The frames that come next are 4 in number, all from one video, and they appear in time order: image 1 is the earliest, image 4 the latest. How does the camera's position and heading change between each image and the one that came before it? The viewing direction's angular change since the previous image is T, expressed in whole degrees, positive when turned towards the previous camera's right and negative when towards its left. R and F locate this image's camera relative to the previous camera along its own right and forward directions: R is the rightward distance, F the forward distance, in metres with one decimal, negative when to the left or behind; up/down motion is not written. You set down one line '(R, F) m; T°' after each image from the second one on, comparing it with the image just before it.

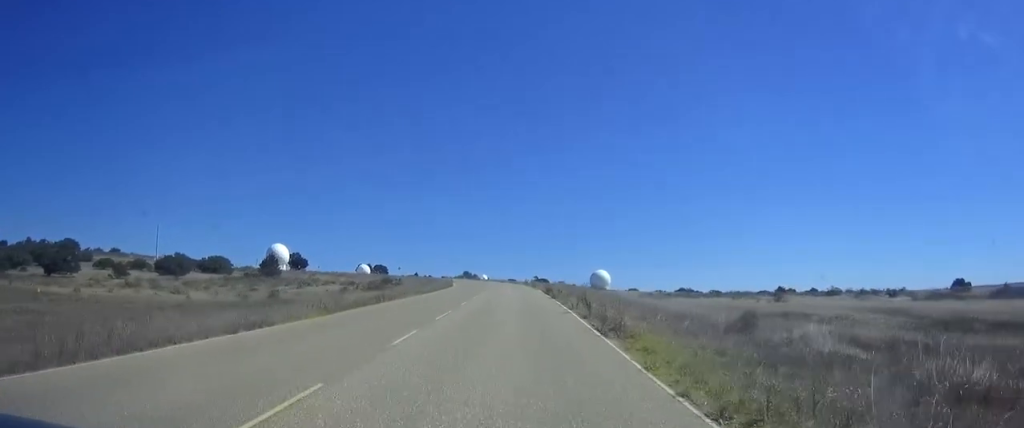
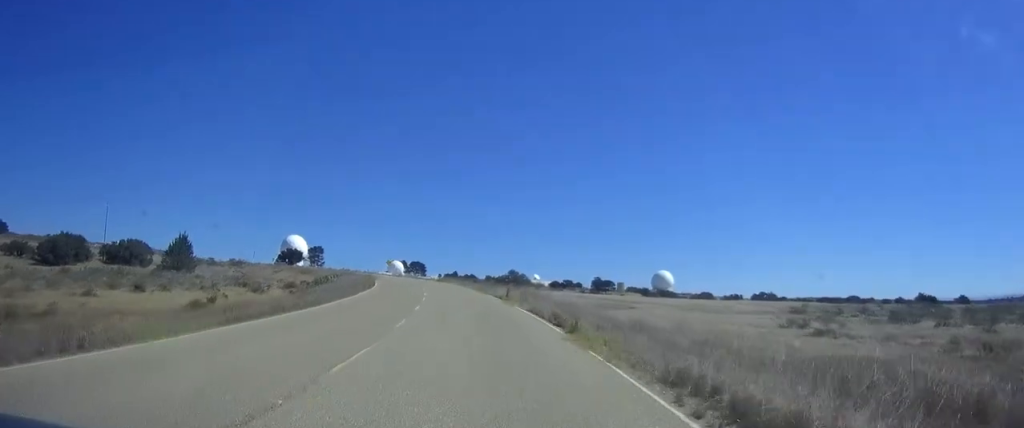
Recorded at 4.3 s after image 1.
(-1.2, +81.3) m; -5°
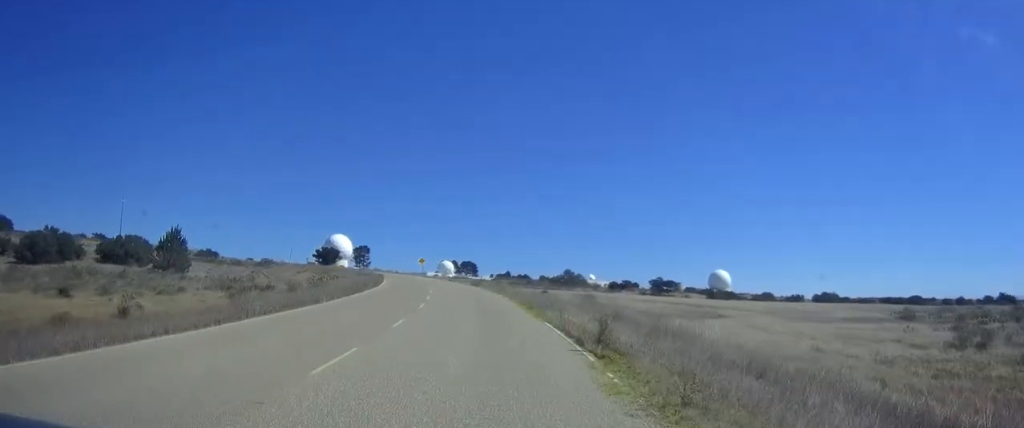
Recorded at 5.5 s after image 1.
(-1.0, +21.6) m; -5°
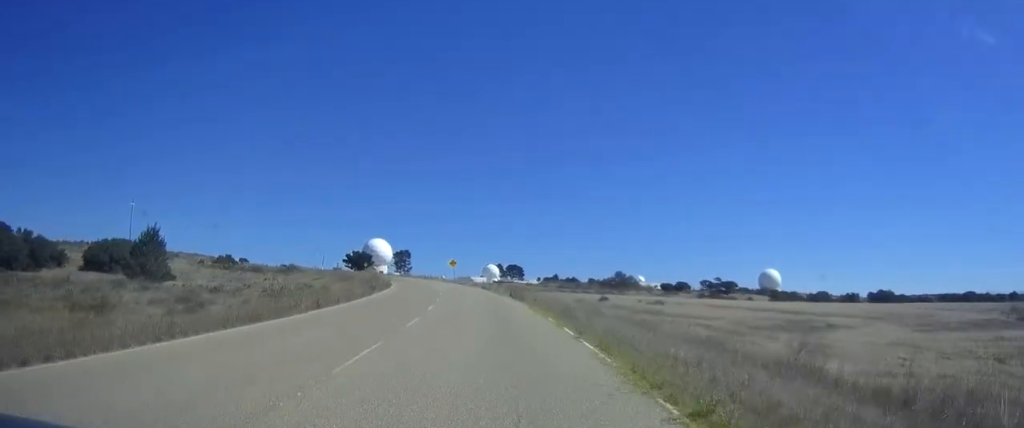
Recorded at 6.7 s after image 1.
(-0.6, +20.3) m; -4°
